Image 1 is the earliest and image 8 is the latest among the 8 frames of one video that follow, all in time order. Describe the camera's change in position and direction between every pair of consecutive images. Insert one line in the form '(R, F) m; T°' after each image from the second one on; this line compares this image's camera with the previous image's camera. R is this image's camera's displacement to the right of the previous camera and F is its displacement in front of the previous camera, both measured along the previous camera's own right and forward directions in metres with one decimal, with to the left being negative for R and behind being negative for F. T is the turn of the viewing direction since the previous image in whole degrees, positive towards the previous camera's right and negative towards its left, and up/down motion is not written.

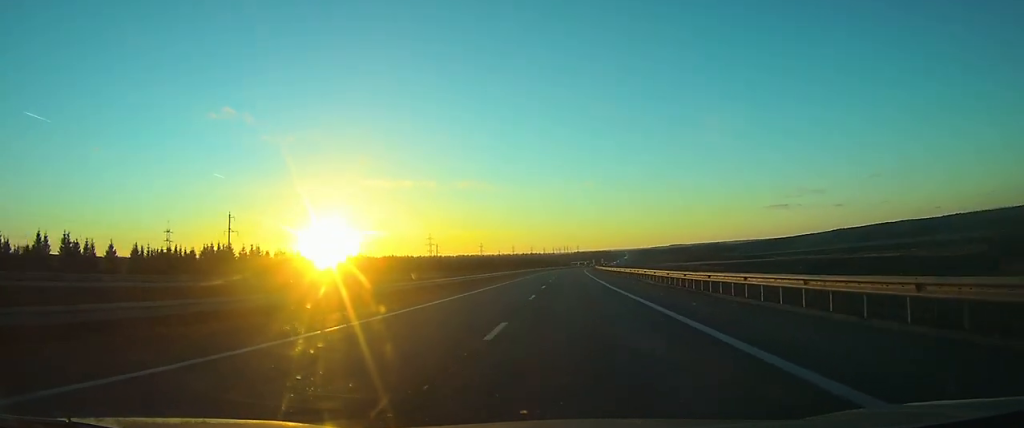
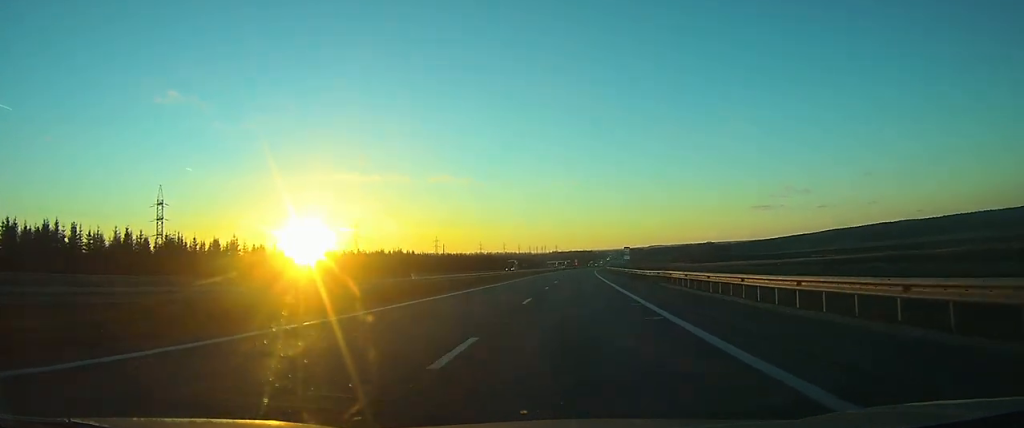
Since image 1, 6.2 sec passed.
(+1.2, +170.5) m; +2°
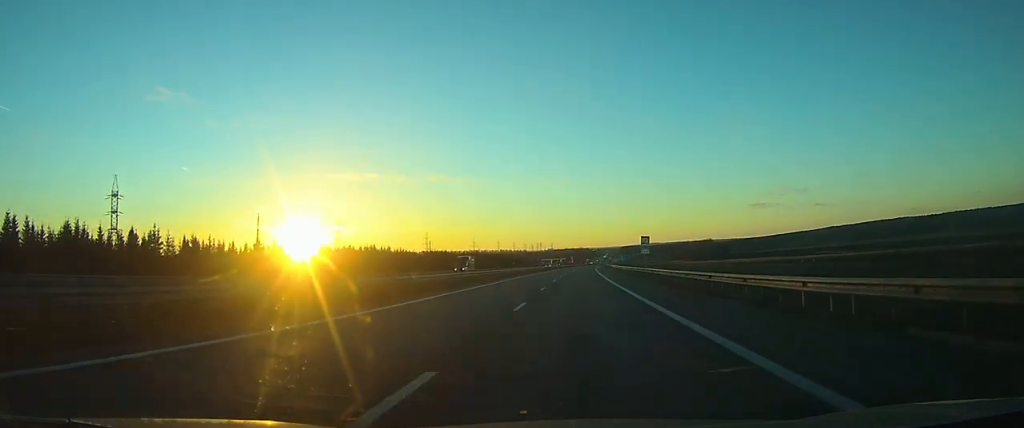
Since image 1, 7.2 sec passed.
(+0.2, +26.7) m; +1°
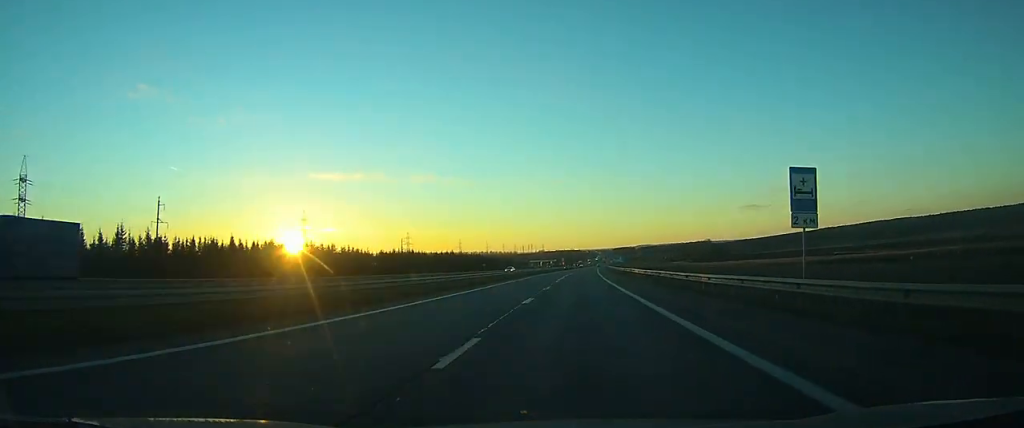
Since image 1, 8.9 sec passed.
(+0.4, +43.1) m; +1°
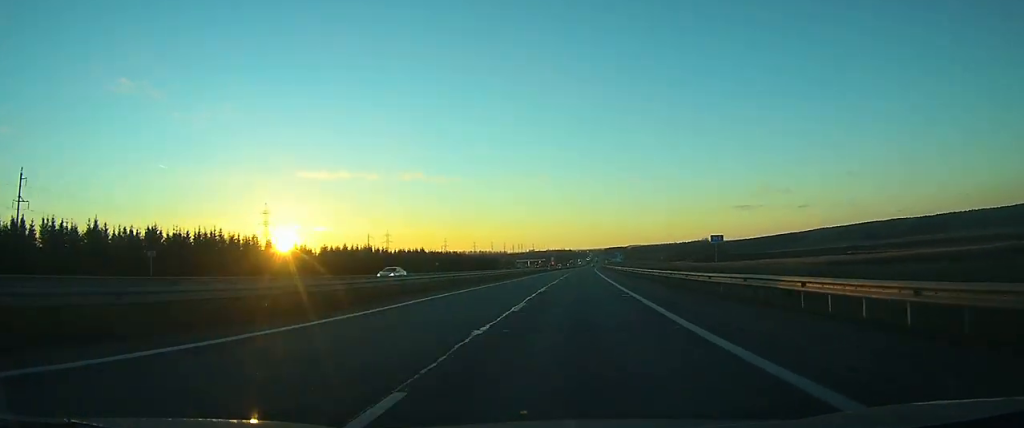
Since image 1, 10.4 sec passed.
(+0.3, +38.8) m; +1°
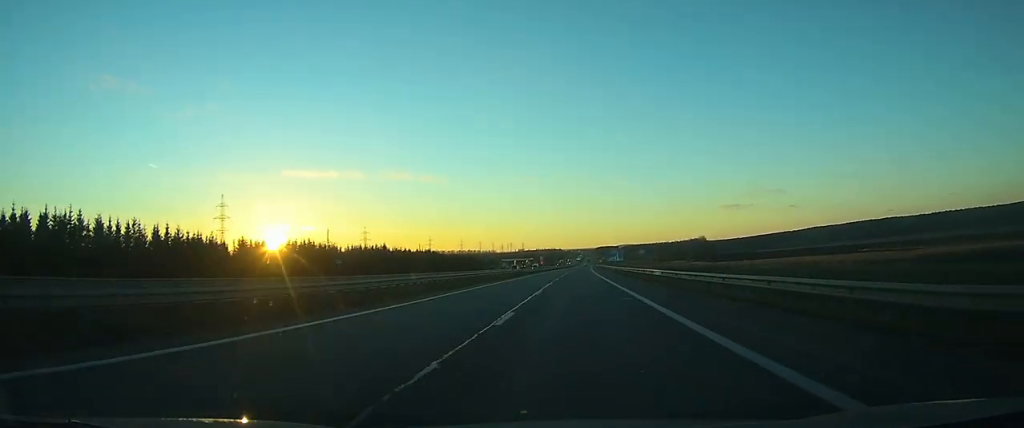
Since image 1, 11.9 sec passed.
(+0.3, +37.0) m; +1°
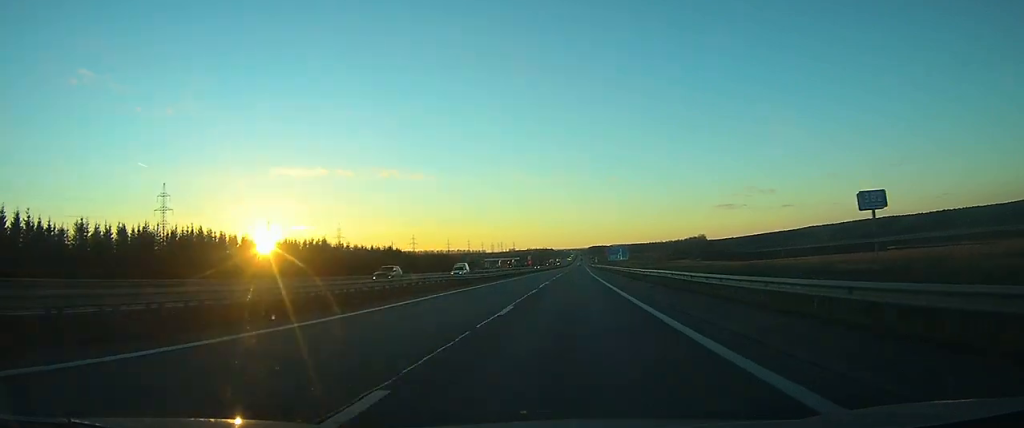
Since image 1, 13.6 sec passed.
(+0.2, +47.4) m; 0°
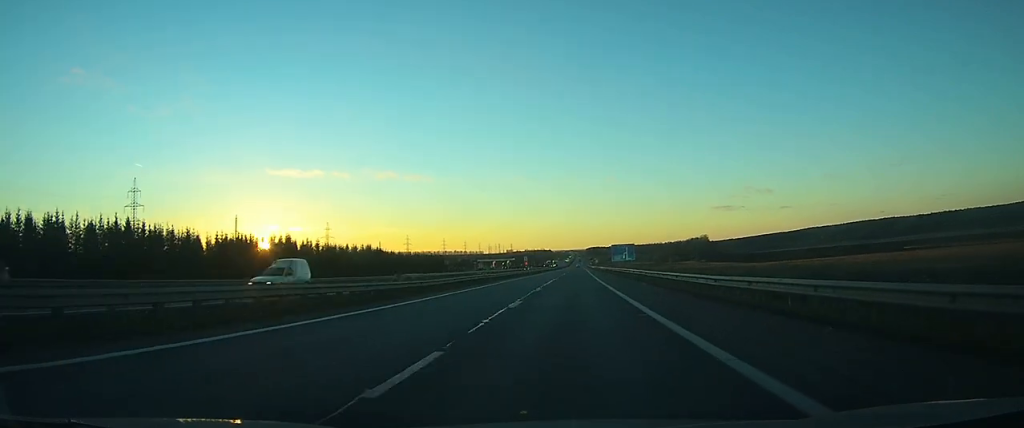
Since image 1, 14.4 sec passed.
(+0.1, +22.0) m; 0°
